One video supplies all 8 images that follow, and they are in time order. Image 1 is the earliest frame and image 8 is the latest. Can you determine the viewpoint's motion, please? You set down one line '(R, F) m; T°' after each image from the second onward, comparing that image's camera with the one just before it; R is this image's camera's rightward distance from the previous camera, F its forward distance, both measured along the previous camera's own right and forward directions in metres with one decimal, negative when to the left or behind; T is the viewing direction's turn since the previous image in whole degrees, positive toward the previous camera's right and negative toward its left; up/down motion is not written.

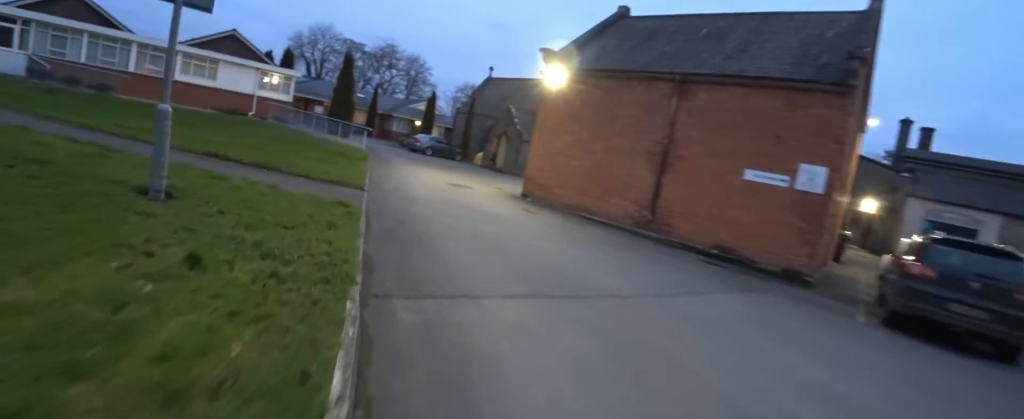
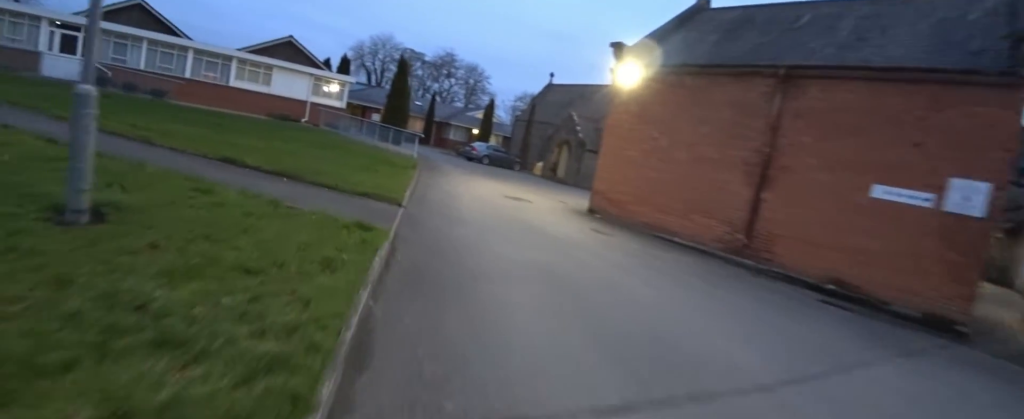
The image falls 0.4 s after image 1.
(+0.1, +1.7) m; -6°
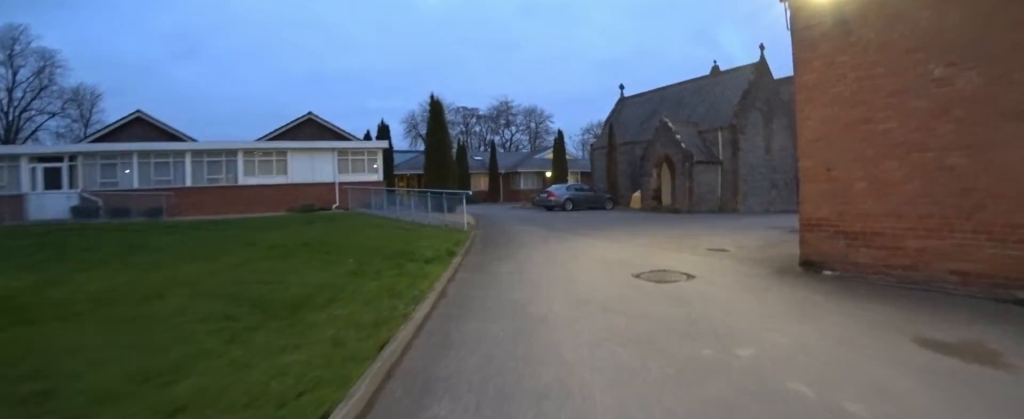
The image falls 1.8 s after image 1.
(-1.0, +6.2) m; -2°
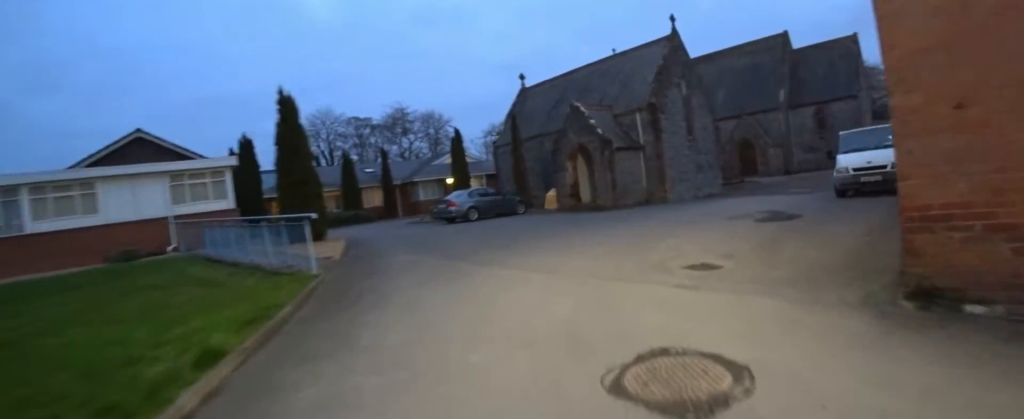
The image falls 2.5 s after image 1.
(+0.6, +3.4) m; +13°
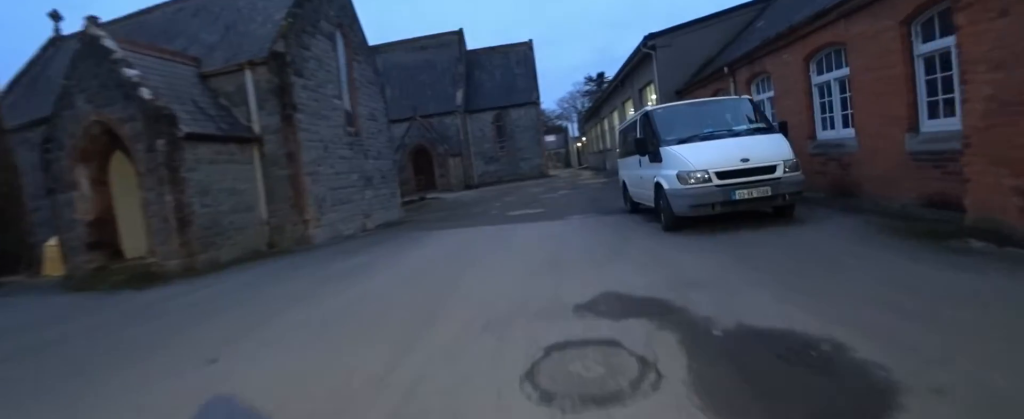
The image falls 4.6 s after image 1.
(+3.4, +8.0) m; +41°
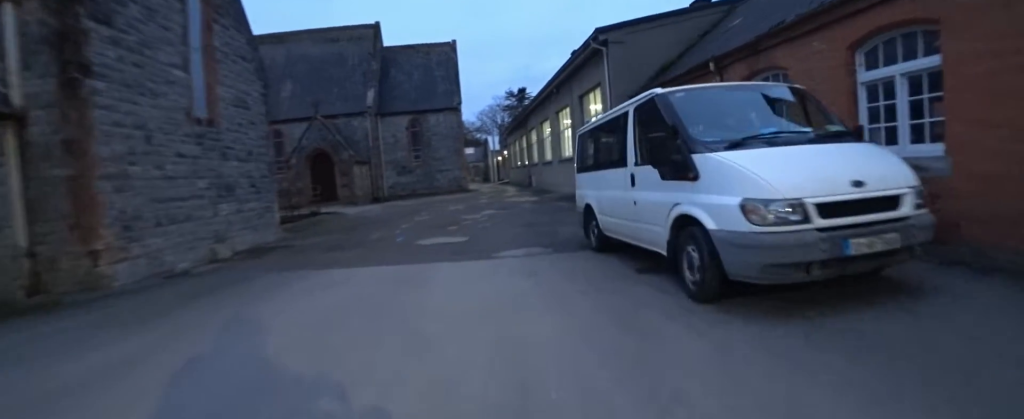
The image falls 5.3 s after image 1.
(0.0, +3.3) m; 0°
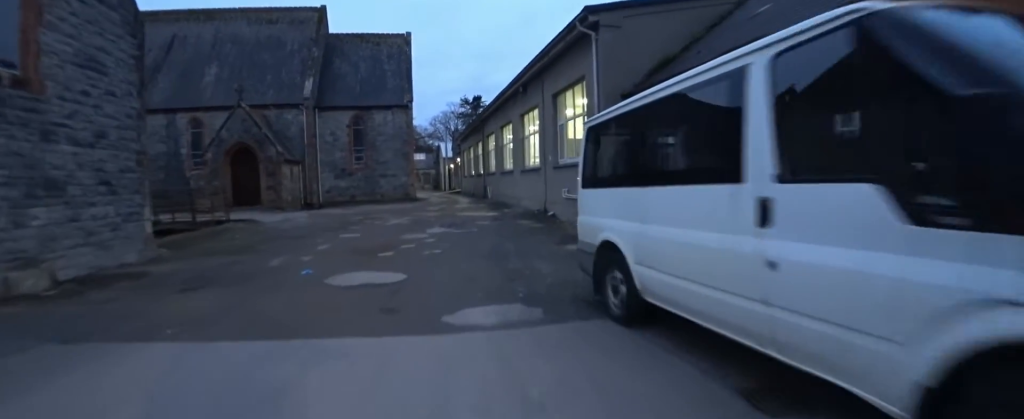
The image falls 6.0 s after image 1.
(0.0, +3.1) m; 0°
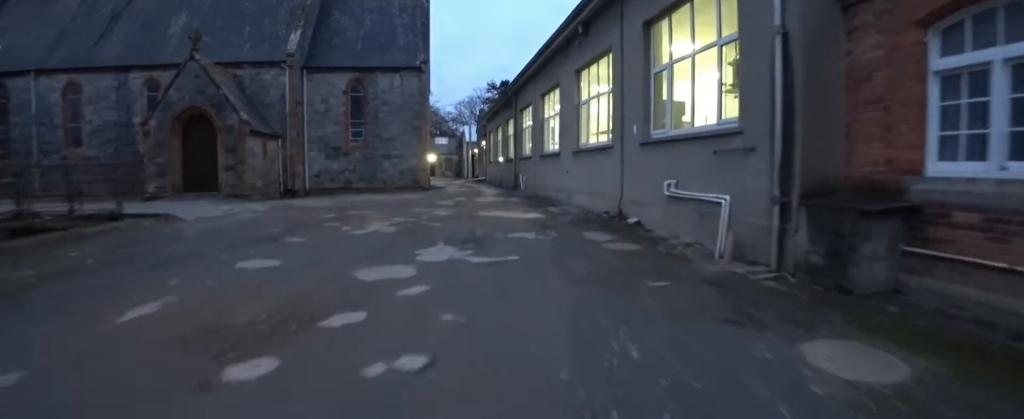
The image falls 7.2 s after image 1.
(0.0, +6.0) m; 0°
